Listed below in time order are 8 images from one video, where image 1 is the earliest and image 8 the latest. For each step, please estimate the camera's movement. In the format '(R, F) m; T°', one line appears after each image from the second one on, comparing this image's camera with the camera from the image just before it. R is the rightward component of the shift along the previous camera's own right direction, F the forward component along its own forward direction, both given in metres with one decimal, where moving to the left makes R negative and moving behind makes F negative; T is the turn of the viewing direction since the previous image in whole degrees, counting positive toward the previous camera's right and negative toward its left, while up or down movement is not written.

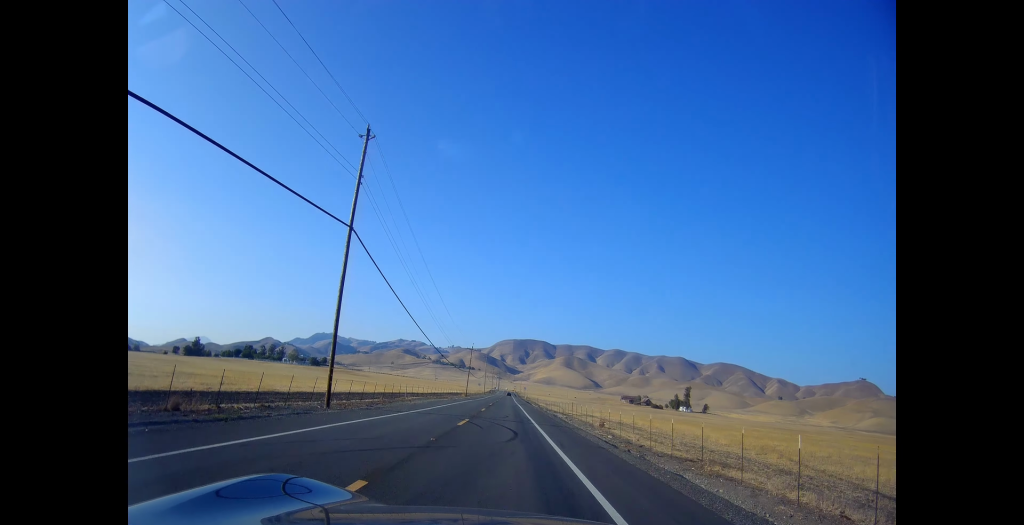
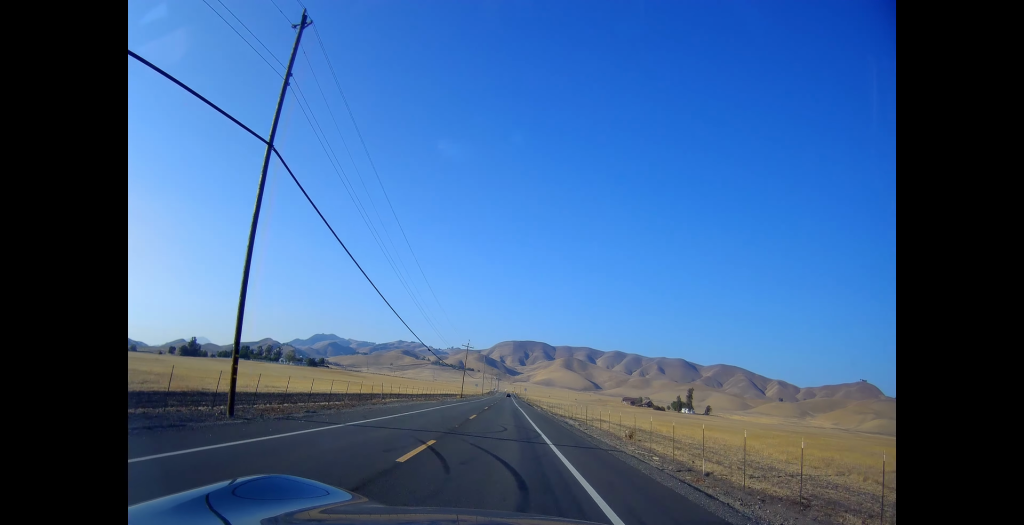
(0.0, +9.4) m; 0°
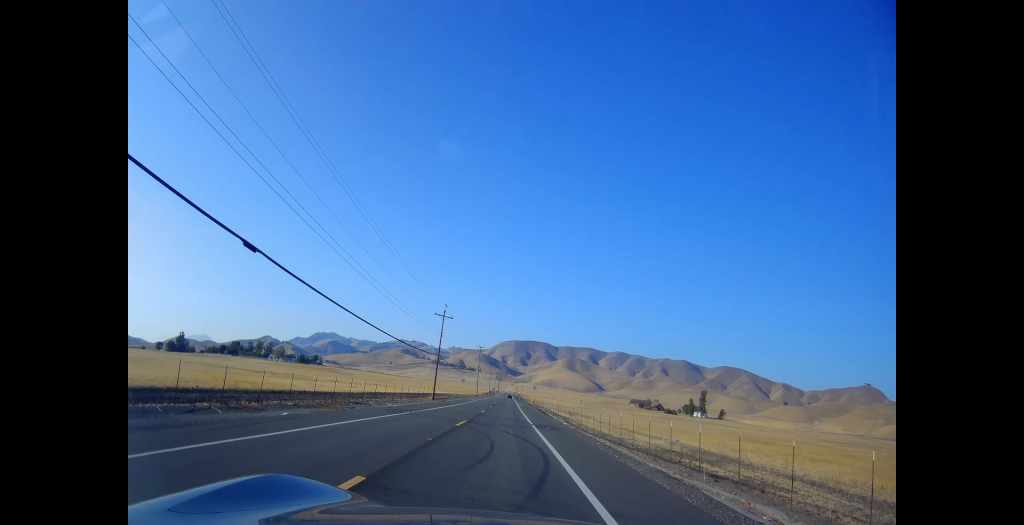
(+1.1, +36.2) m; +2°
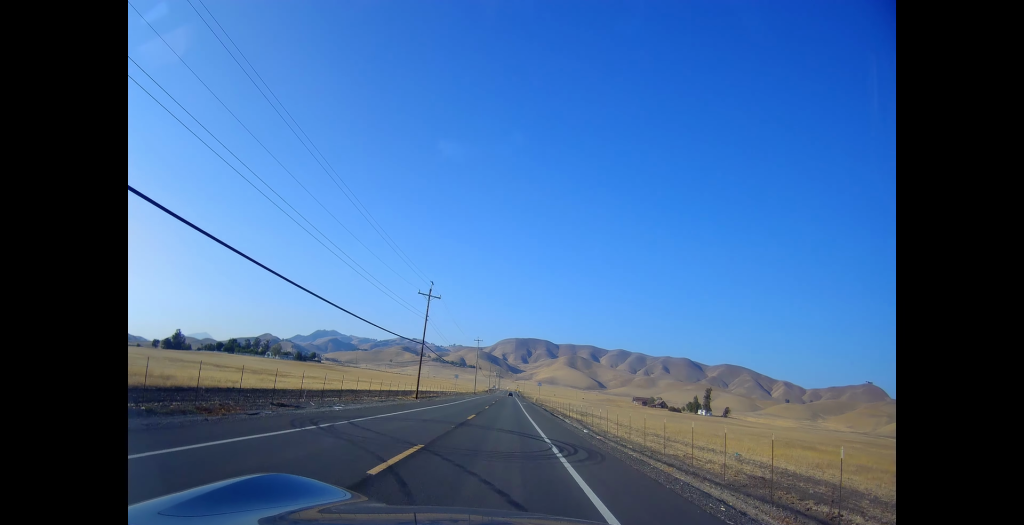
(+0.1, +11.1) m; 0°
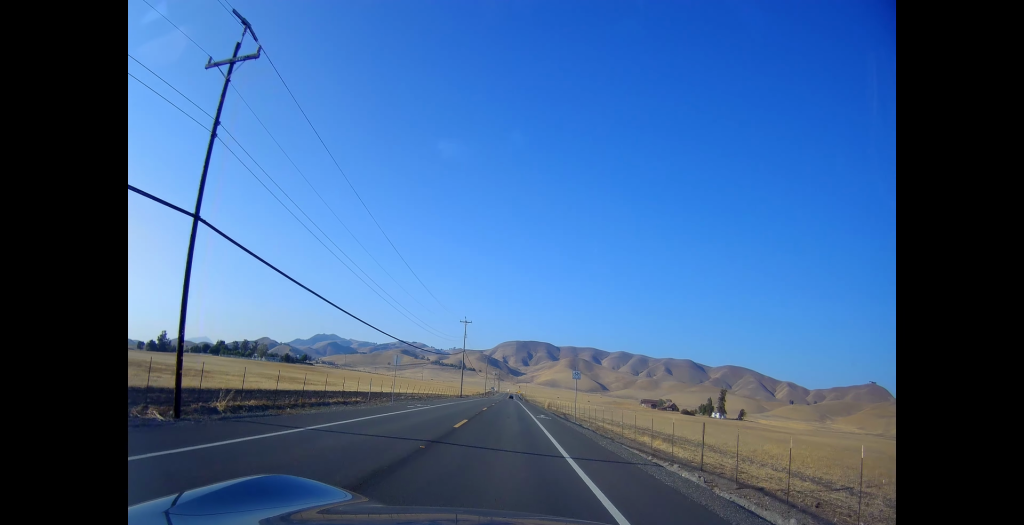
(-1.2, +36.8) m; -2°
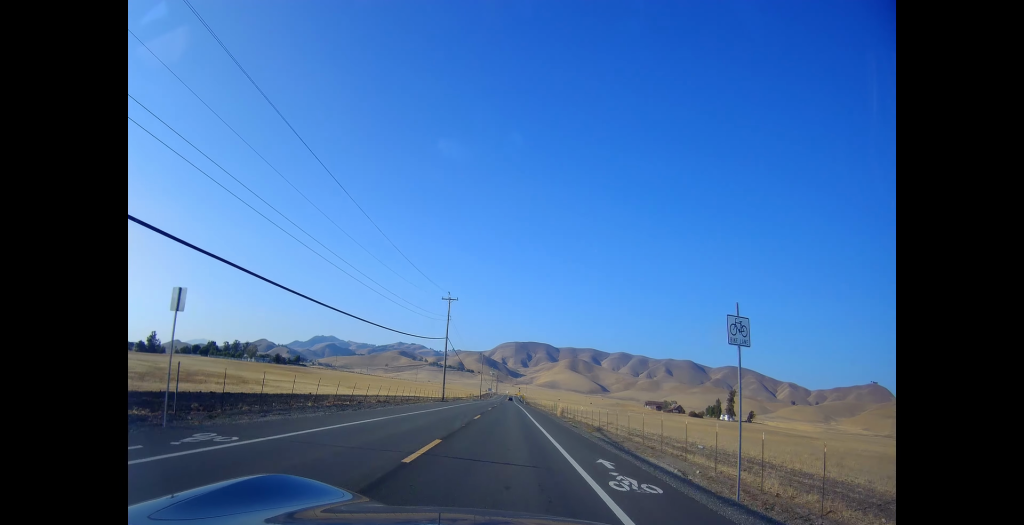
(0.0, +22.8) m; 0°
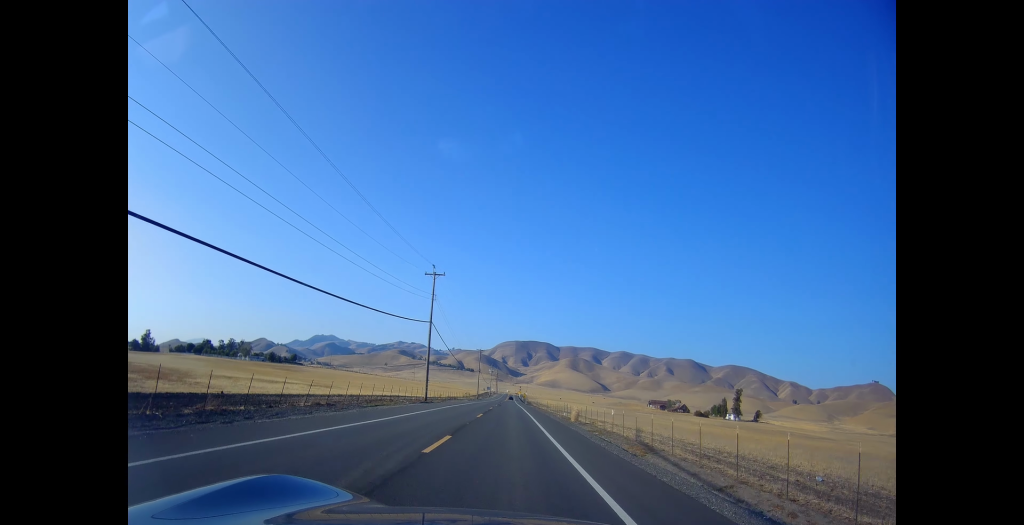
(0.0, +13.6) m; 0°
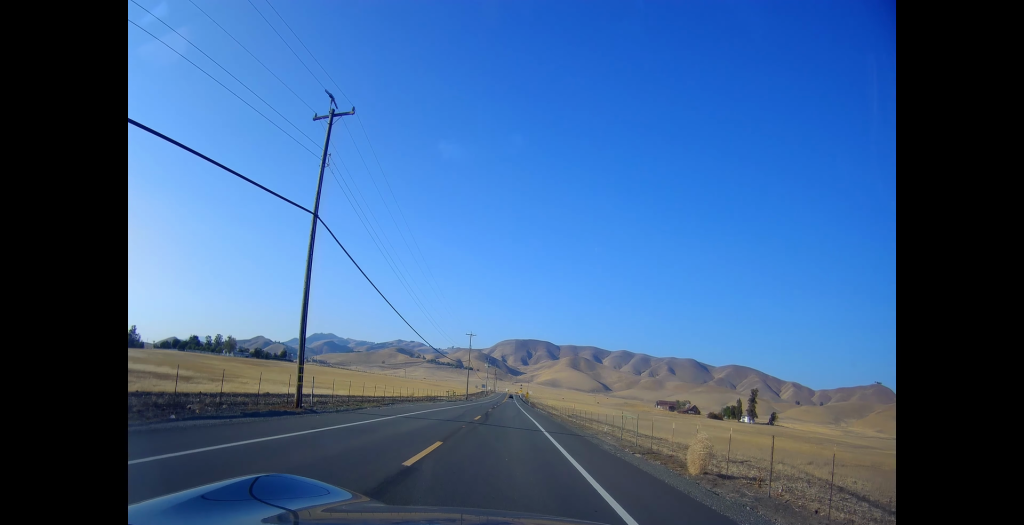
(0.0, +32.6) m; 0°
